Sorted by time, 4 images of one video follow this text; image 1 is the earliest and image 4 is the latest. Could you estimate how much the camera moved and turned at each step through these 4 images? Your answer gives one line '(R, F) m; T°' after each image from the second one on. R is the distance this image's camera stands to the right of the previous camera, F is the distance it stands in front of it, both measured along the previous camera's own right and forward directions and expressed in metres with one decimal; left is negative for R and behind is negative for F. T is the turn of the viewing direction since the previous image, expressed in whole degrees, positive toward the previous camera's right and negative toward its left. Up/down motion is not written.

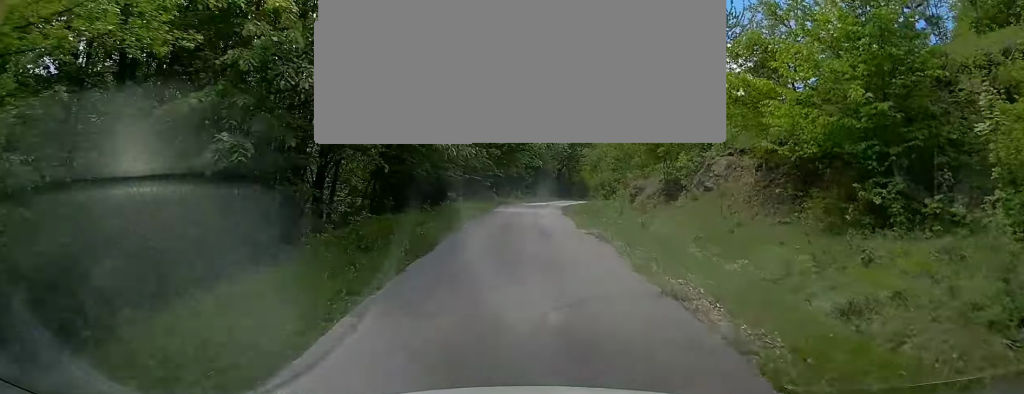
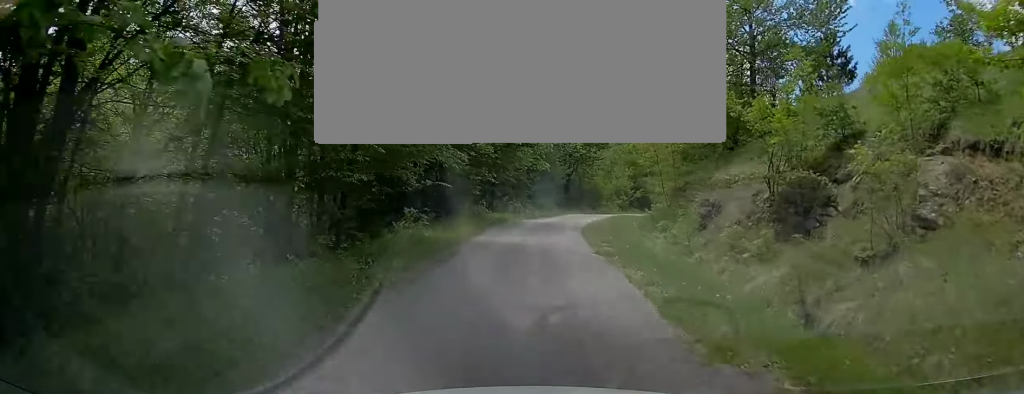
(+0.1, +12.2) m; +1°
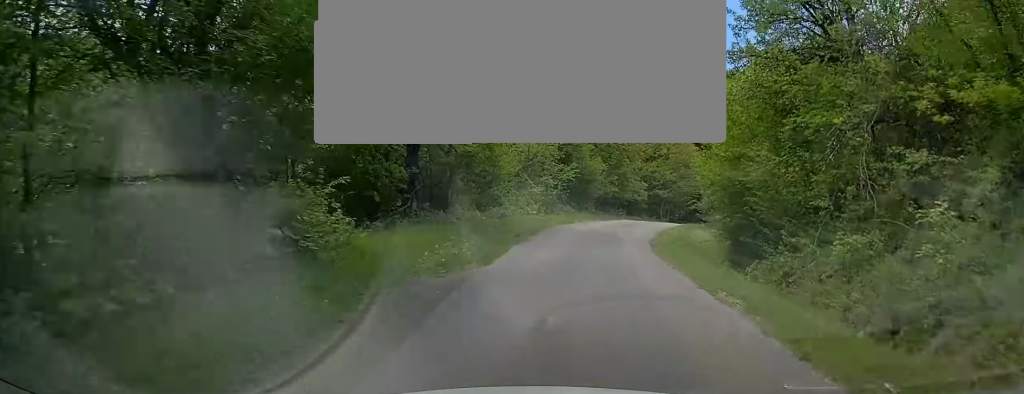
(+4.0, +37.3) m; +15°
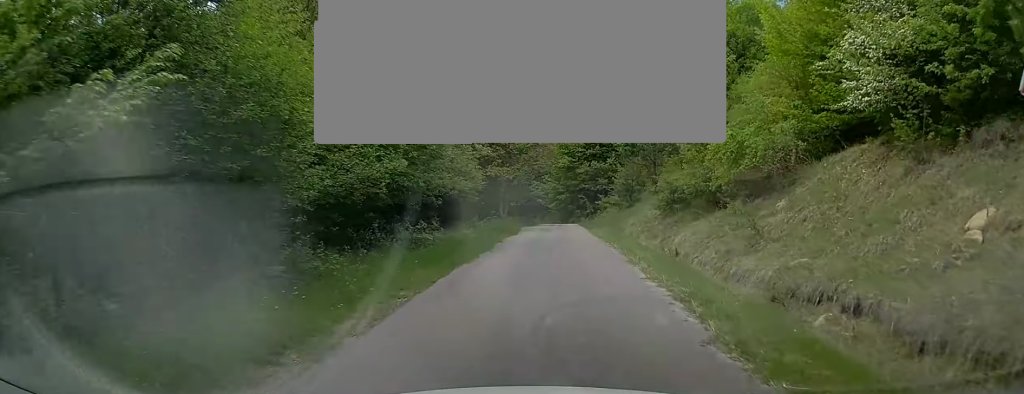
(+3.0, +26.1) m; +13°
